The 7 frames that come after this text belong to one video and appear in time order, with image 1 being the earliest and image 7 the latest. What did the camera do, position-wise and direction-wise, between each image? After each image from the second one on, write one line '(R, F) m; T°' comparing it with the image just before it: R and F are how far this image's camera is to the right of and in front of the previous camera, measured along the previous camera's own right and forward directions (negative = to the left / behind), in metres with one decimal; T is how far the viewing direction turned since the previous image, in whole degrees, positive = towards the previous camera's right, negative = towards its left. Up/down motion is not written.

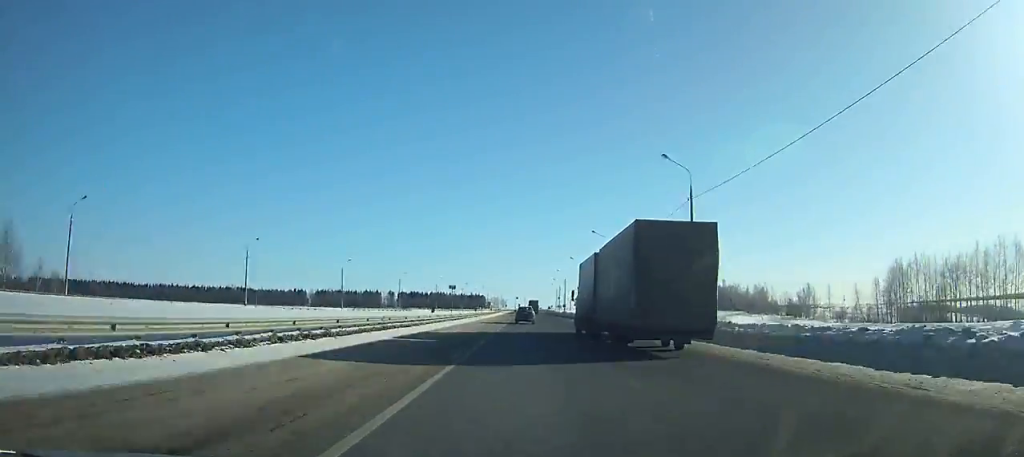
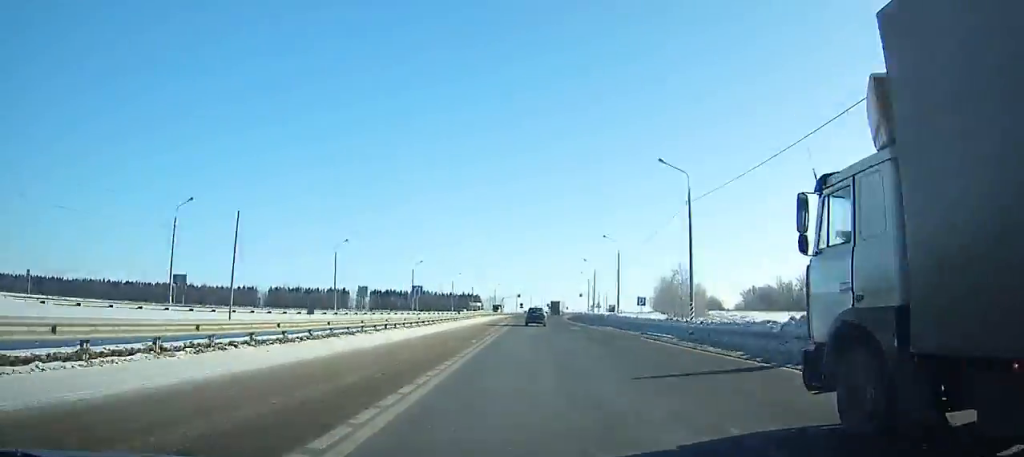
(-0.5, +105.0) m; 0°
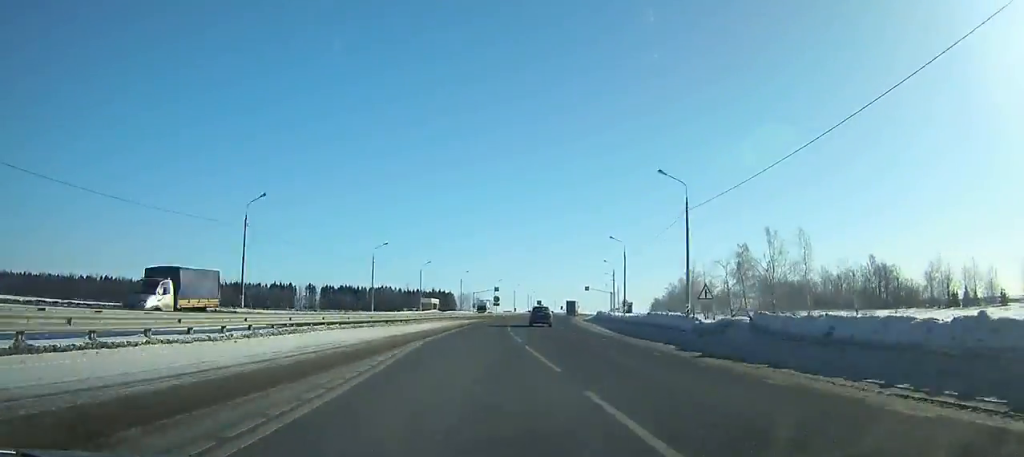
(0.0, +67.4) m; +1°
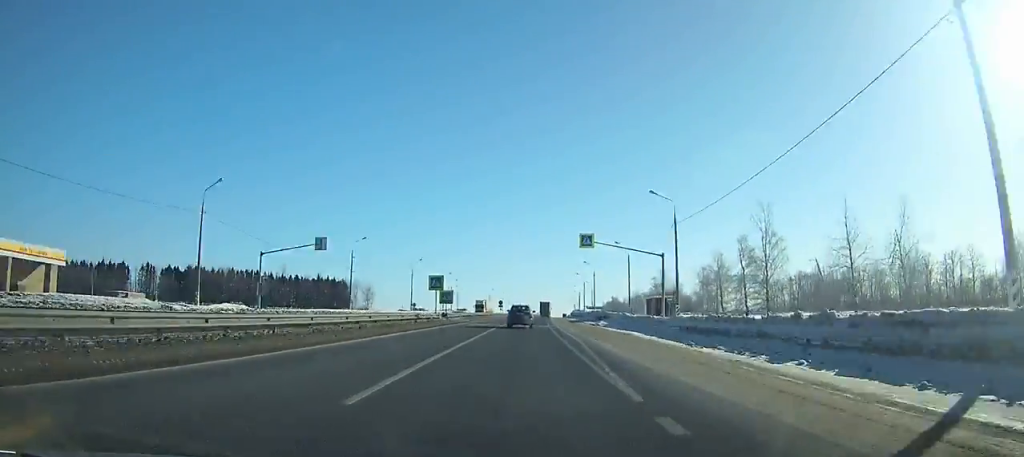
(+4.1, +100.8) m; +5°
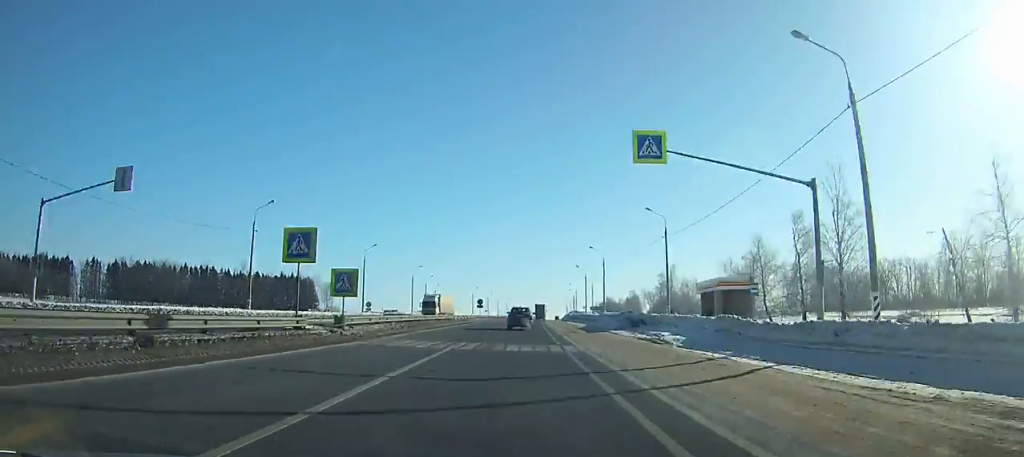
(+0.7, +28.0) m; +1°
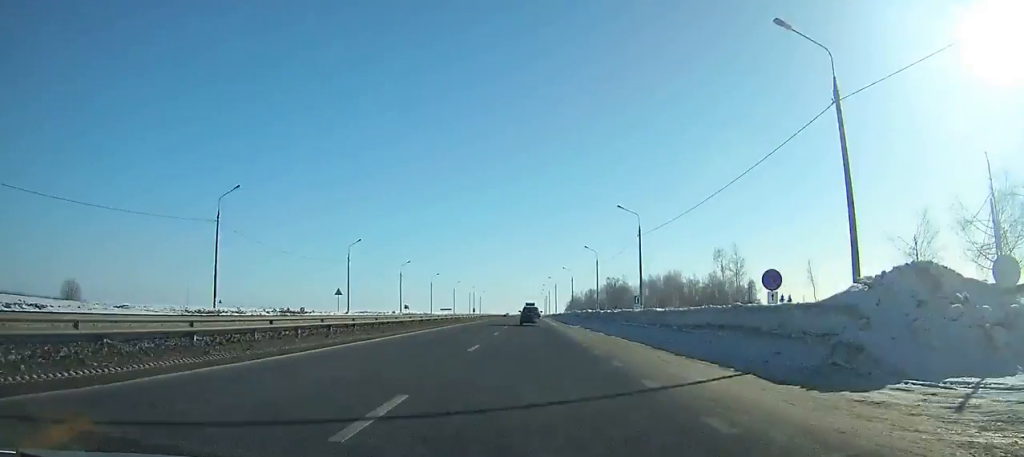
(+6.0, +157.5) m; +4°
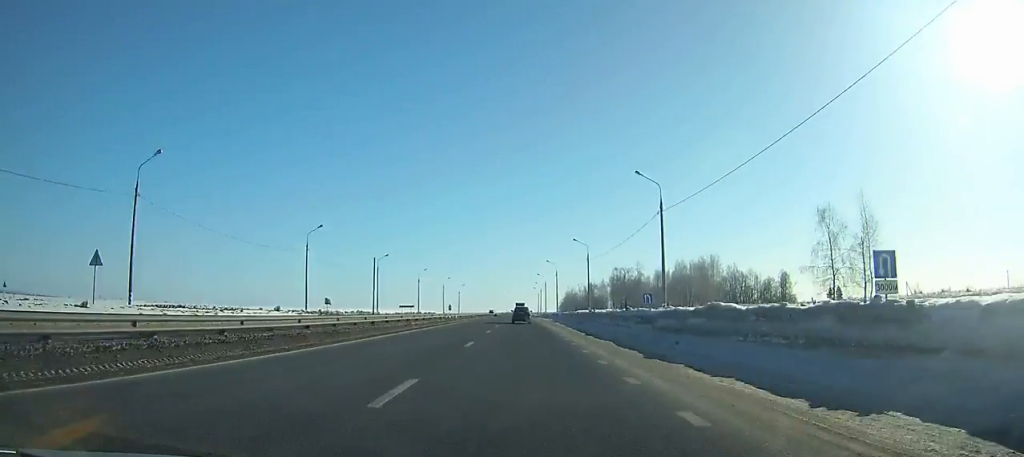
(+0.9, +46.0) m; +1°
